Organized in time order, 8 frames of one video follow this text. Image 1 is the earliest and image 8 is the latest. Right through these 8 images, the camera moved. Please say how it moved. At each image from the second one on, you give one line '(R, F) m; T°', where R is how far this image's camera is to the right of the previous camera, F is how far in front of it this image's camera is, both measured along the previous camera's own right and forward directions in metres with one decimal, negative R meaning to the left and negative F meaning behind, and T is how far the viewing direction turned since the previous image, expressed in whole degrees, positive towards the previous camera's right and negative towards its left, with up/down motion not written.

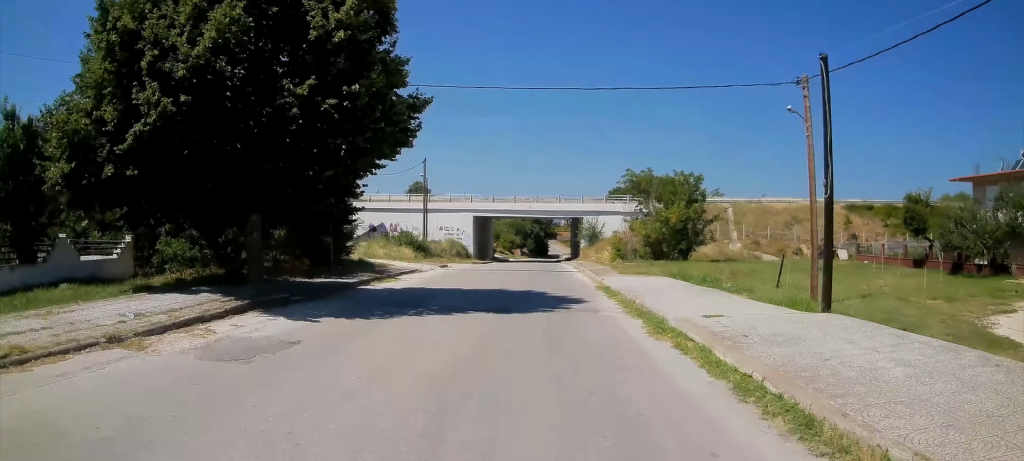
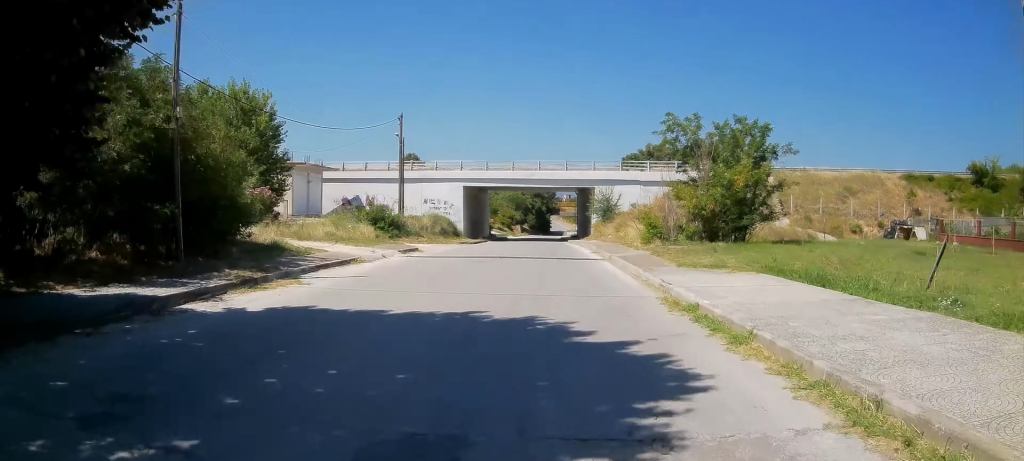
(-0.5, +12.0) m; -1°
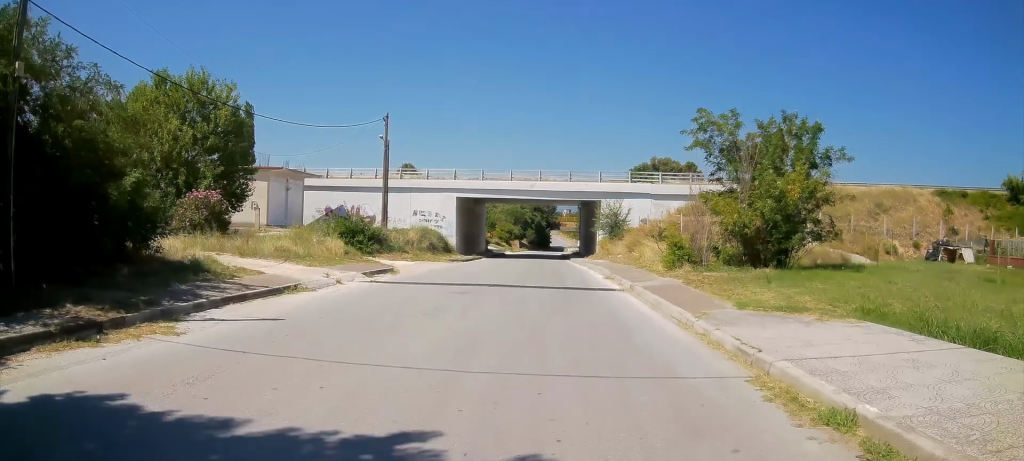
(+0.1, +5.6) m; +1°
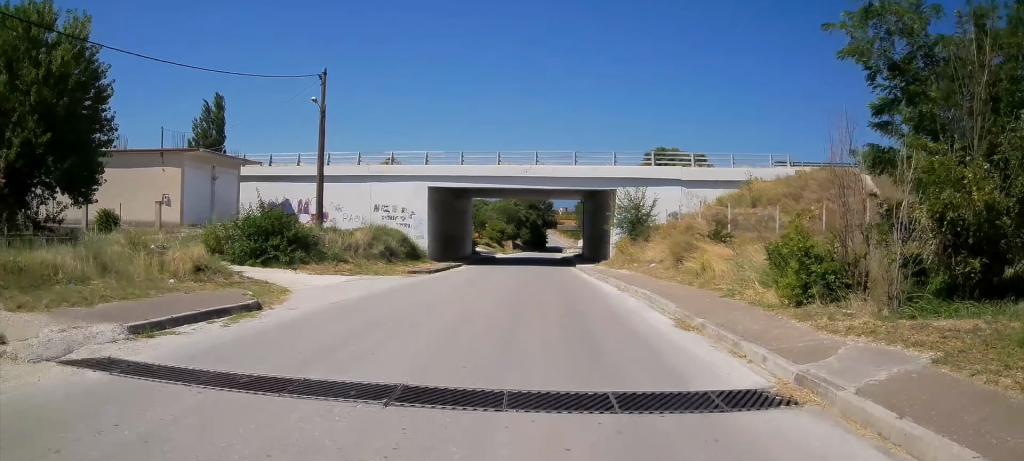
(+0.2, +13.3) m; -1°
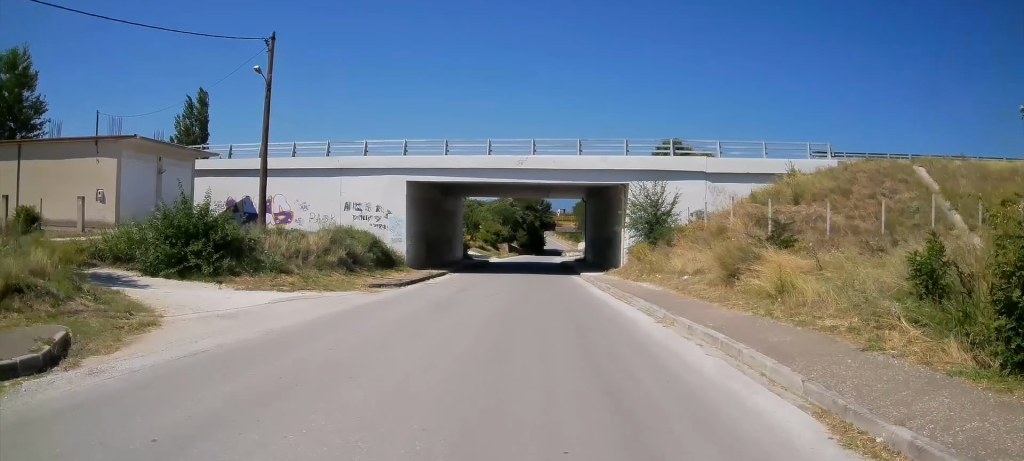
(-0.2, +6.8) m; -1°
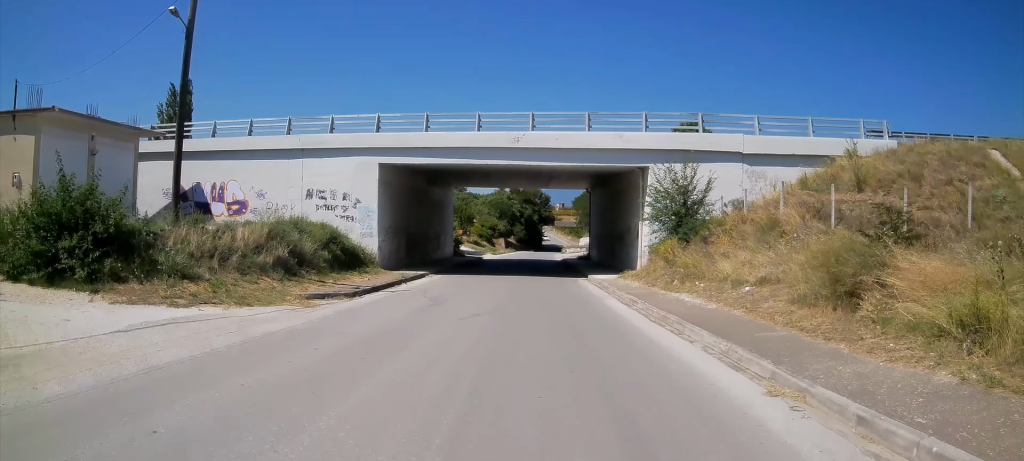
(-0.3, +6.6) m; 0°
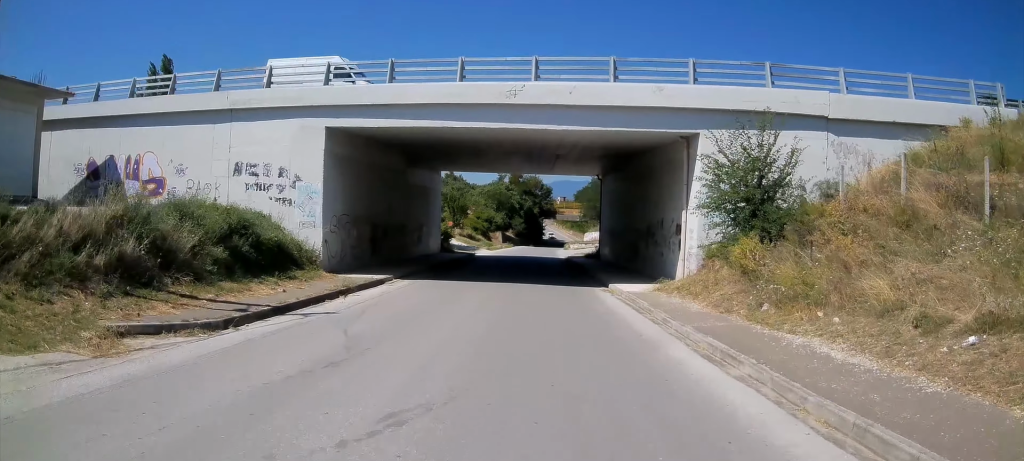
(+0.4, +8.2) m; +2°
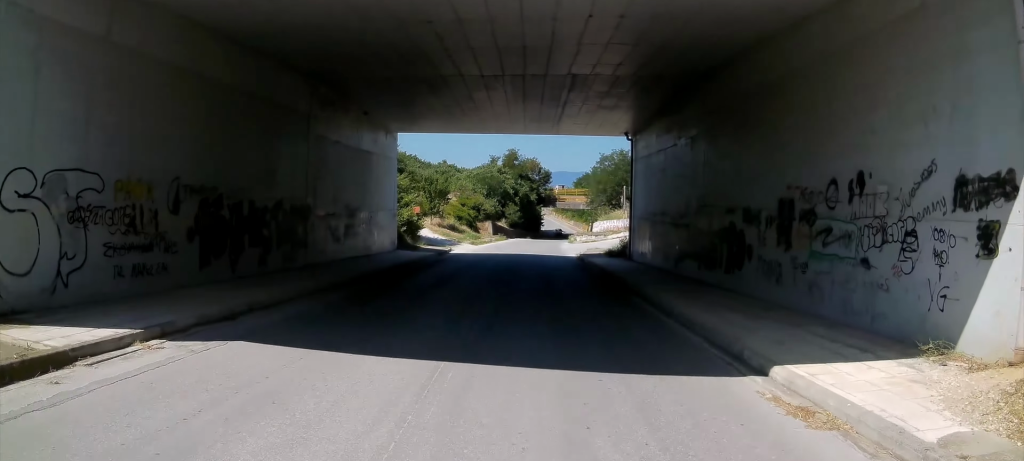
(0.0, +15.0) m; 0°
